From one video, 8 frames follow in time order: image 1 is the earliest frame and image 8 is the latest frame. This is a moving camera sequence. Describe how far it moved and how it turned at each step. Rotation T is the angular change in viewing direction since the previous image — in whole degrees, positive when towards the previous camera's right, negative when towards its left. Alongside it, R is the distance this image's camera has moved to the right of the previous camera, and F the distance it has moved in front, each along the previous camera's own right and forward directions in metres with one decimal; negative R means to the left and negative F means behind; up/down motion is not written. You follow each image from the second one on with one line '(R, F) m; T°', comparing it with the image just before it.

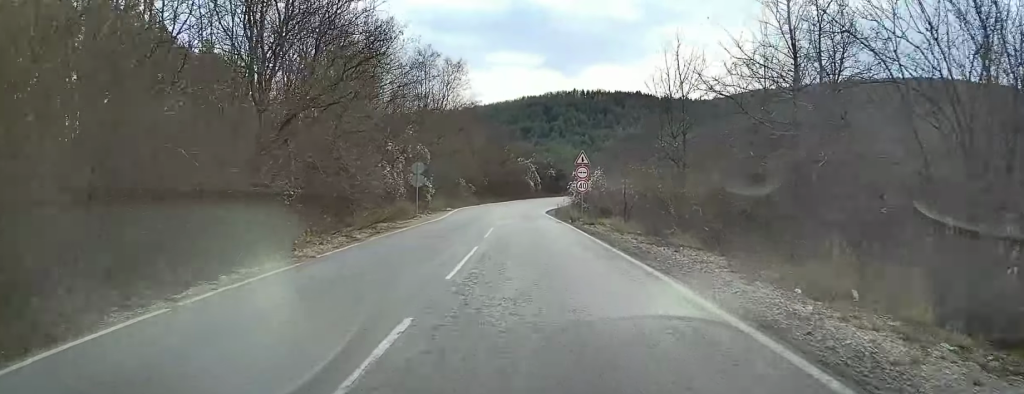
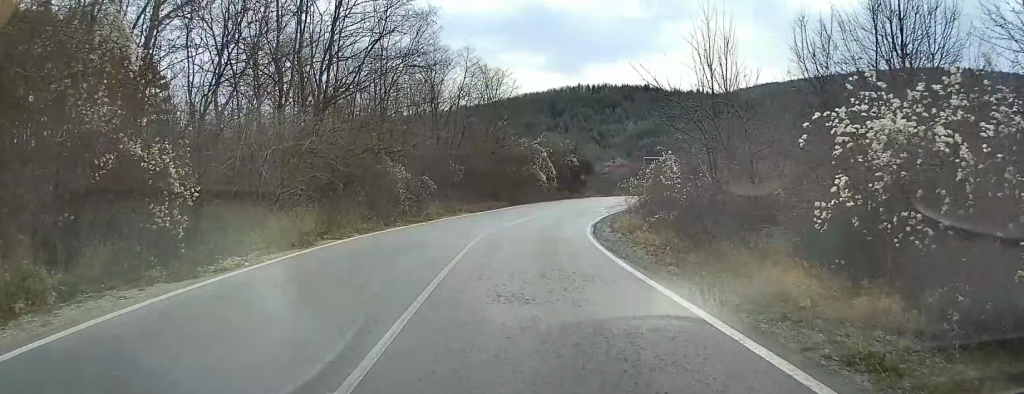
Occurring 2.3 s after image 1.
(-0.2, +37.1) m; 0°
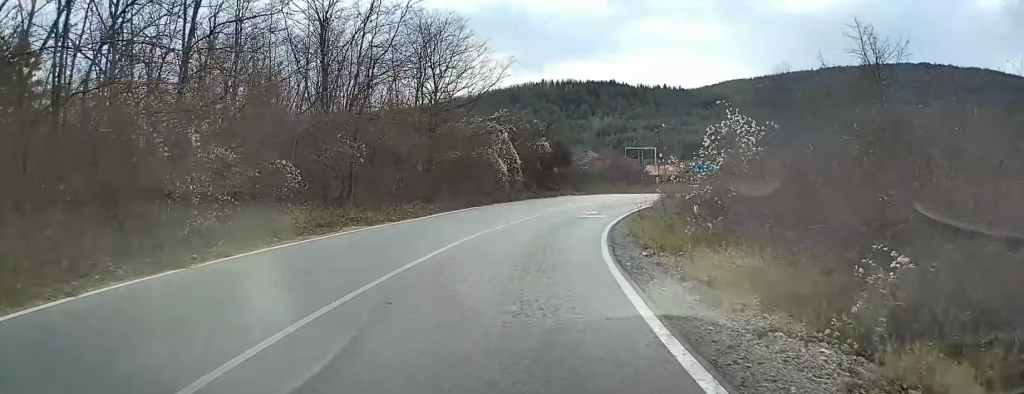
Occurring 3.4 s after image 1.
(+0.4, +17.9) m; +5°
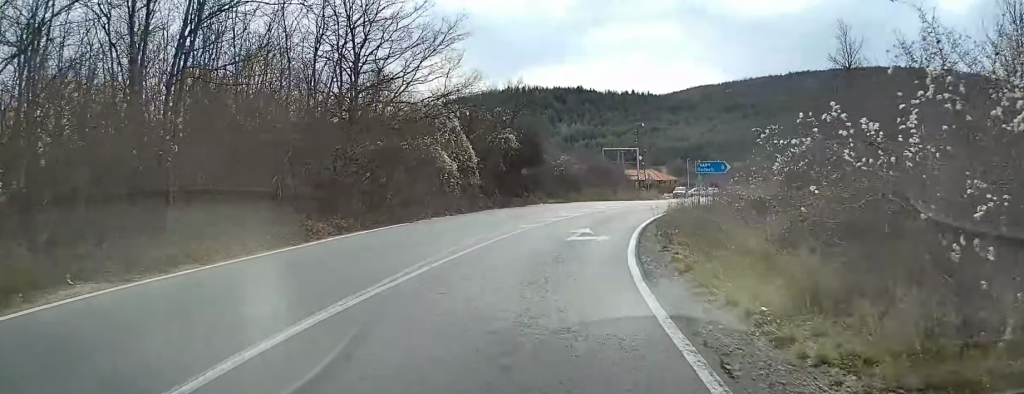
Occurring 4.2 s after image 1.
(+0.5, +11.7) m; +4°
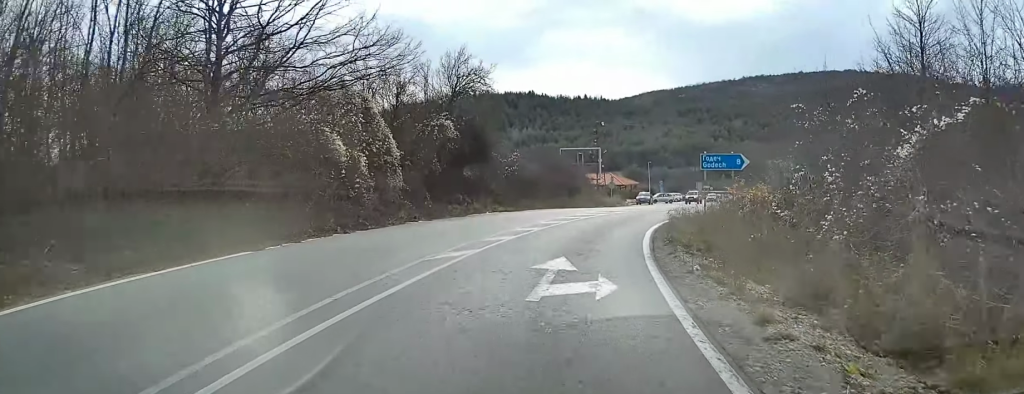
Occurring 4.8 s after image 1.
(+0.2, +9.4) m; +4°
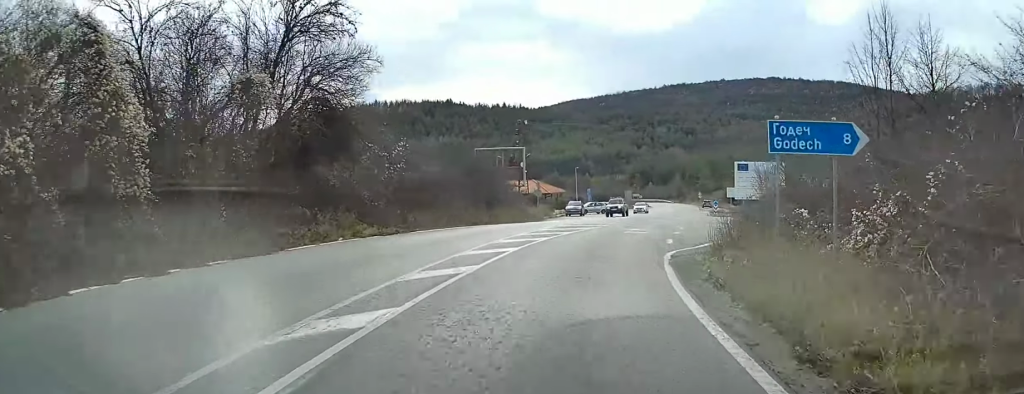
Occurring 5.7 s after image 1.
(+0.4, +13.1) m; +7°
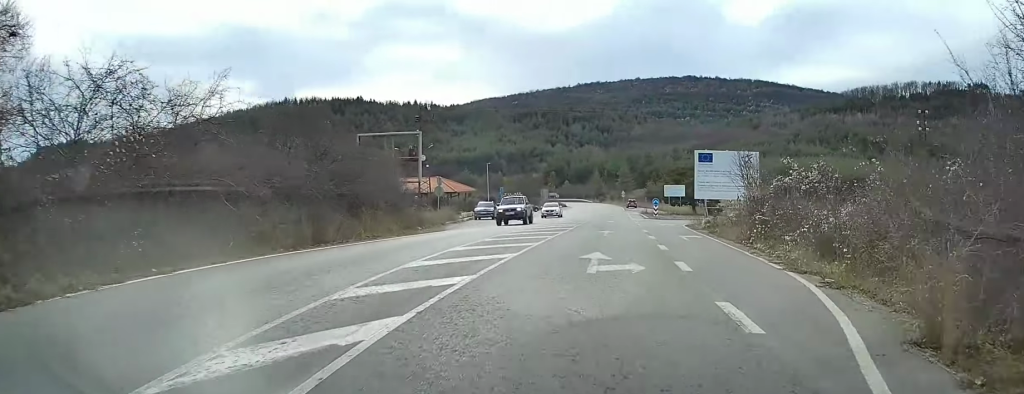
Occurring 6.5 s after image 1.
(+1.1, +12.7) m; +6°
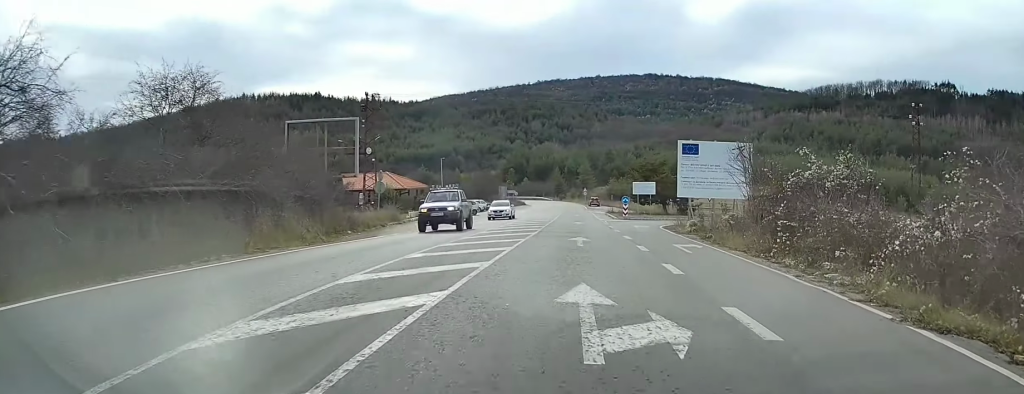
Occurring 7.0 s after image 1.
(+0.2, +6.5) m; +2°
